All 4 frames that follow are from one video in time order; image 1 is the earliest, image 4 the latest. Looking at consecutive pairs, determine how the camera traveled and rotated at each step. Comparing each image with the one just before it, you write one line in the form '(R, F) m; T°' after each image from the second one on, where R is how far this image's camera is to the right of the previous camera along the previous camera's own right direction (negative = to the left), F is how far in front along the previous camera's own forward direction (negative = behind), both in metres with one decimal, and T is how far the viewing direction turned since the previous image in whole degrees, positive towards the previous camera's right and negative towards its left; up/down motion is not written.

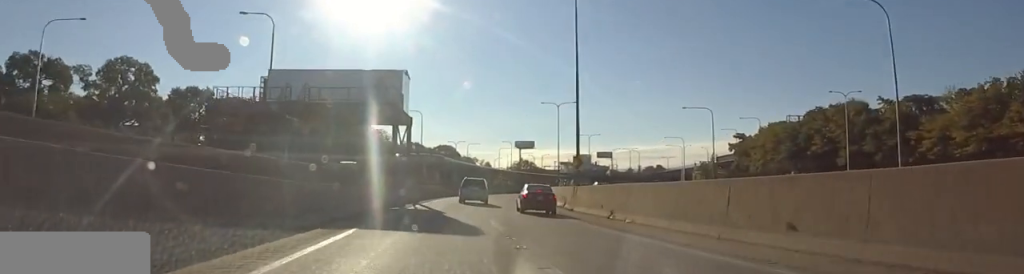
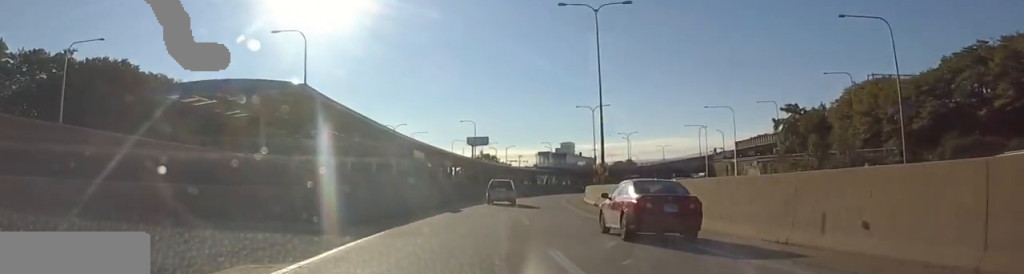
(+5.0, +56.3) m; +10°
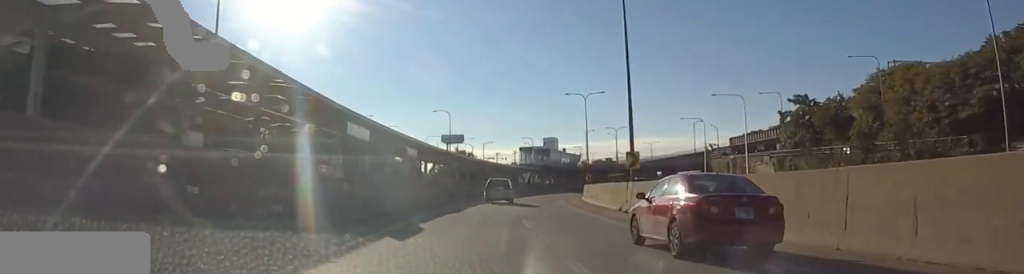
(+0.2, +14.3) m; +2°
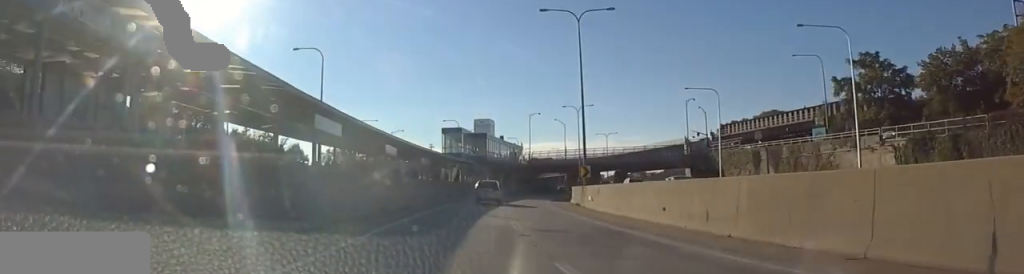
(+2.3, +47.9) m; +6°
